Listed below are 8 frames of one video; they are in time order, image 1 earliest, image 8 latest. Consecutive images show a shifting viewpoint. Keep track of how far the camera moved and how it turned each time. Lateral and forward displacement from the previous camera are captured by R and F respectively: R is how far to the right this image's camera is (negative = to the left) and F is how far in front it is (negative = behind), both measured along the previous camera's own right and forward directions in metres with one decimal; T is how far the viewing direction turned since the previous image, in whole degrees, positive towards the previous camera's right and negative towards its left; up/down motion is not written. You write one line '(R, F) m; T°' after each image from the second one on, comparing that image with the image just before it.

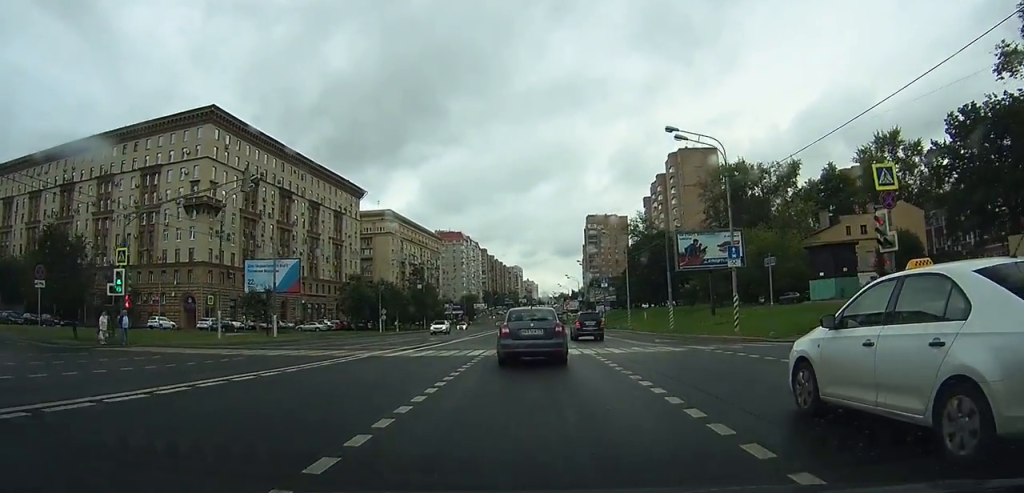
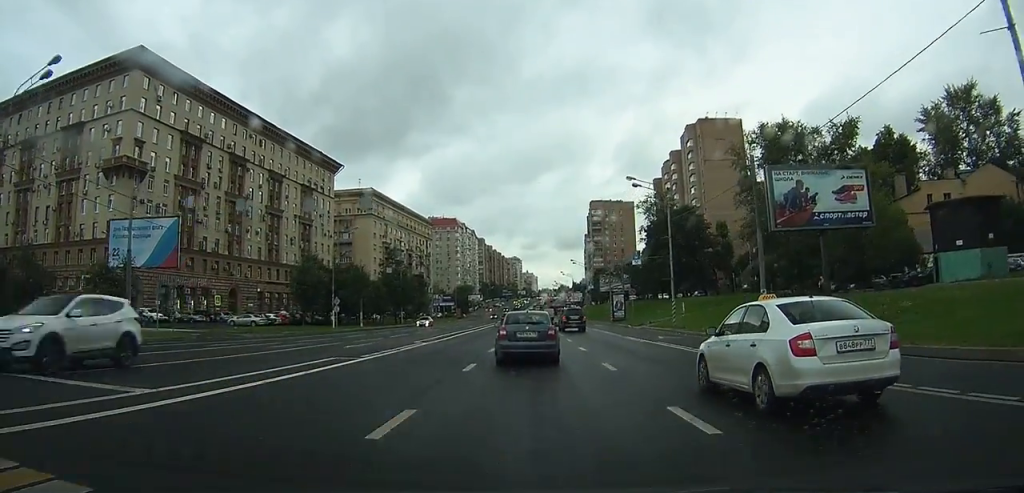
(-0.1, +20.8) m; -1°
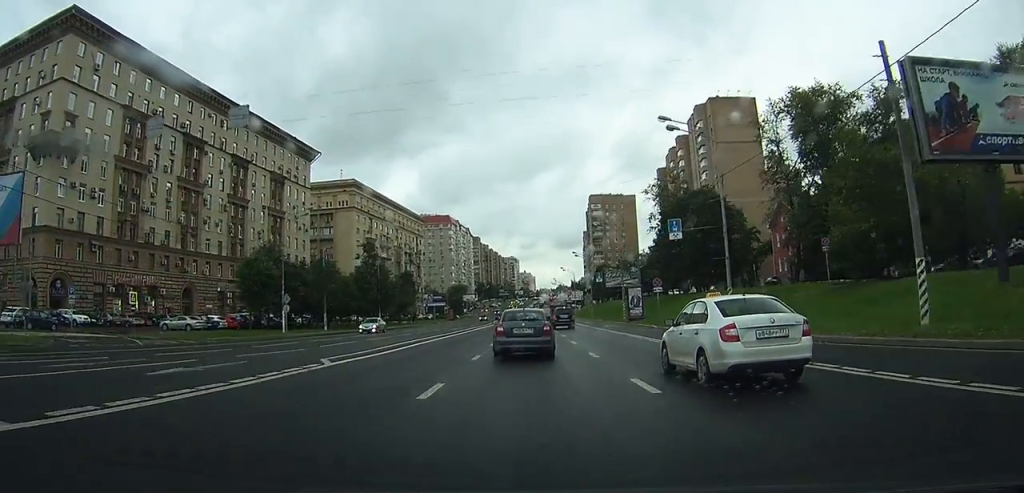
(-0.1, +13.1) m; 0°
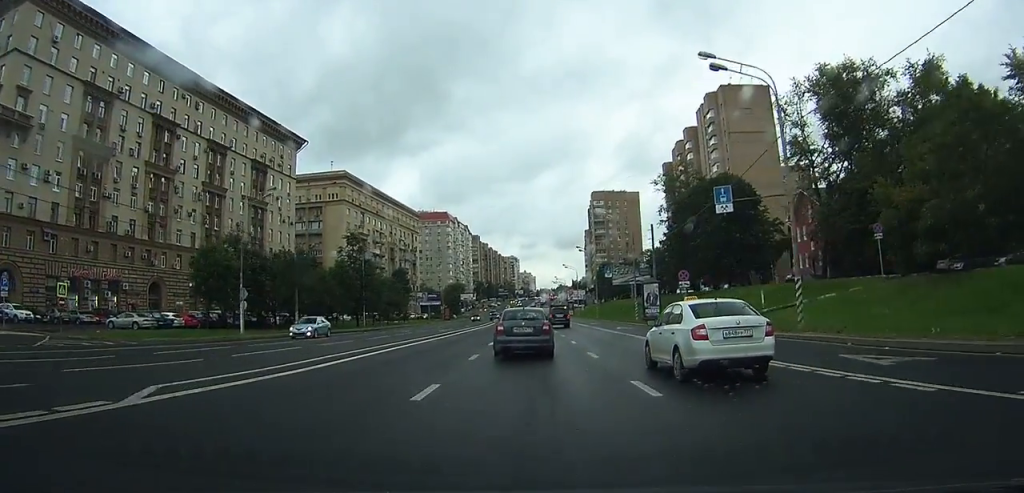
(0.0, +8.1) m; 0°
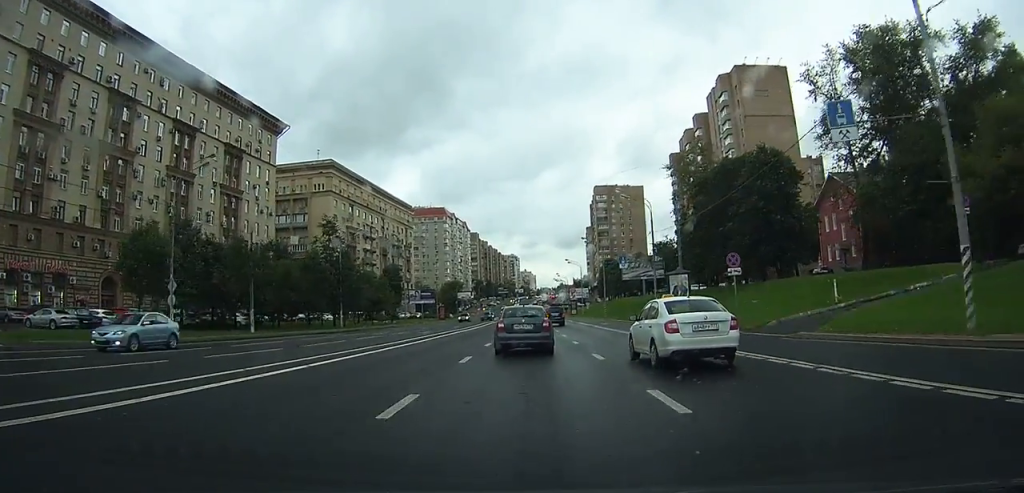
(0.0, +9.7) m; 0°
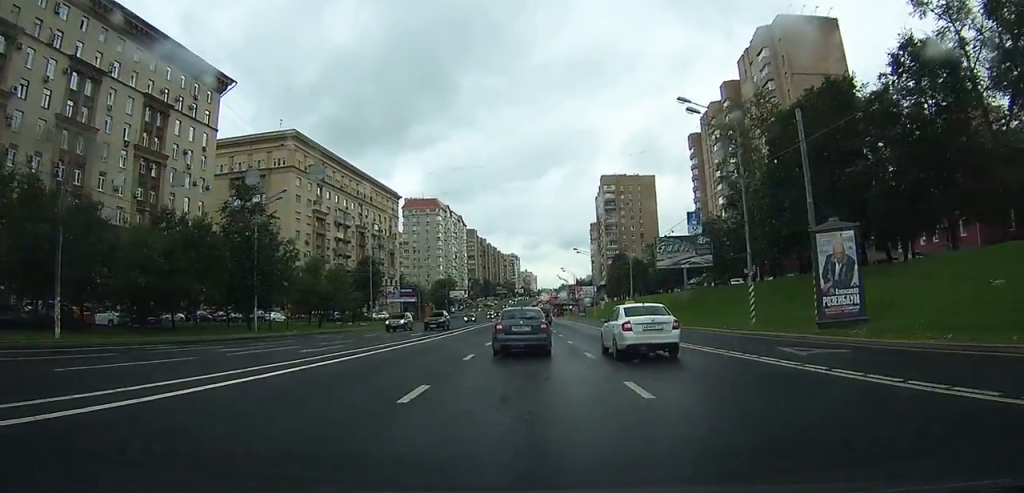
(+0.2, +22.4) m; +1°
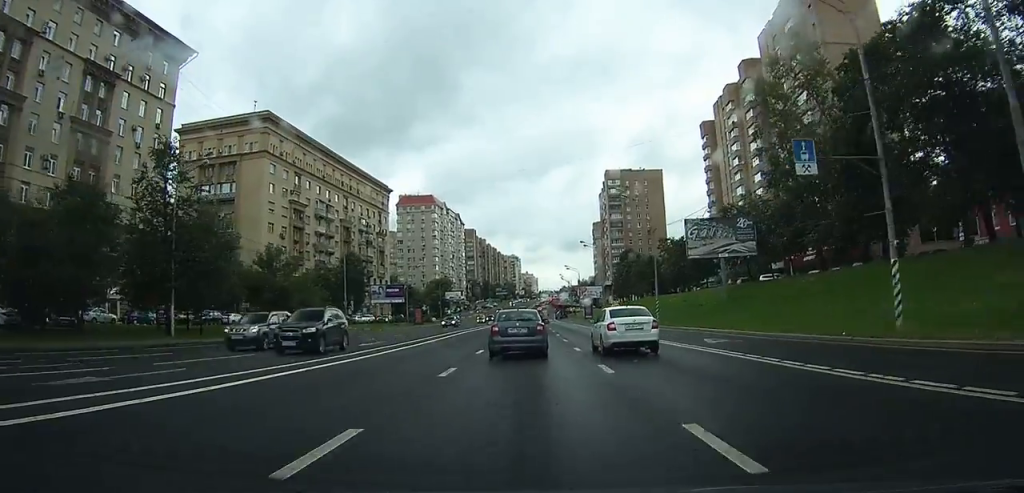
(+0.1, +12.2) m; 0°
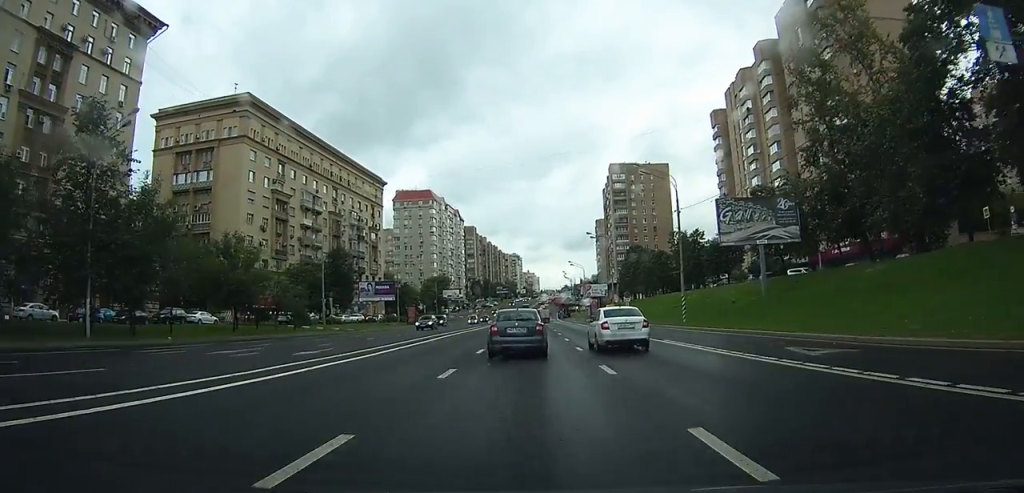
(0.0, +8.3) m; 0°
